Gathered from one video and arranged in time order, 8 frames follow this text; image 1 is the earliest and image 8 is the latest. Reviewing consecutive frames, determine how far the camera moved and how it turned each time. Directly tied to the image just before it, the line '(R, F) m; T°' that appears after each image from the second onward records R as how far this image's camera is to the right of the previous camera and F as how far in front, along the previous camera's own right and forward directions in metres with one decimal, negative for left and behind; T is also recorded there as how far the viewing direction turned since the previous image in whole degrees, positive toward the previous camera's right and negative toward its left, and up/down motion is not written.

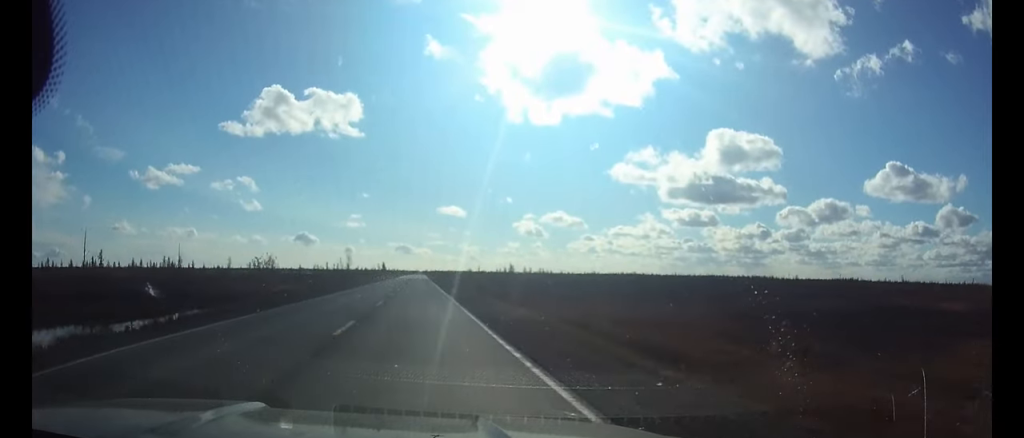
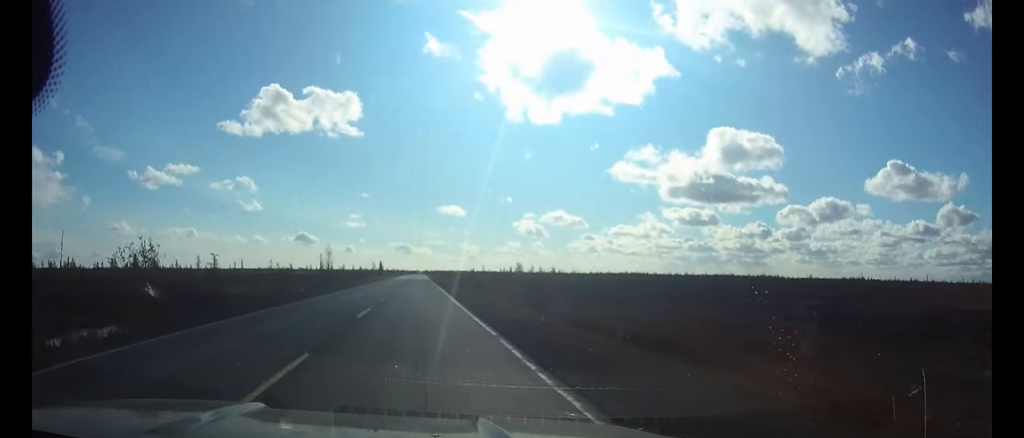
(0.0, +18.7) m; 0°
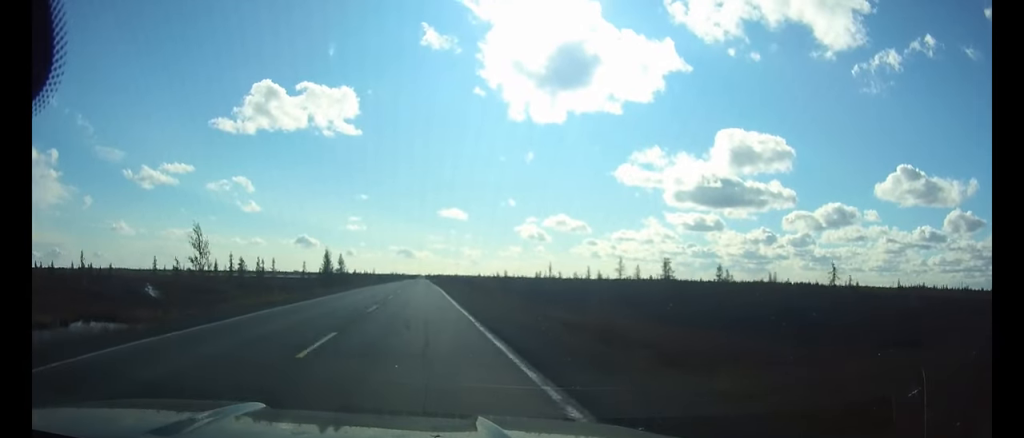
(-0.2, +127.9) m; 0°
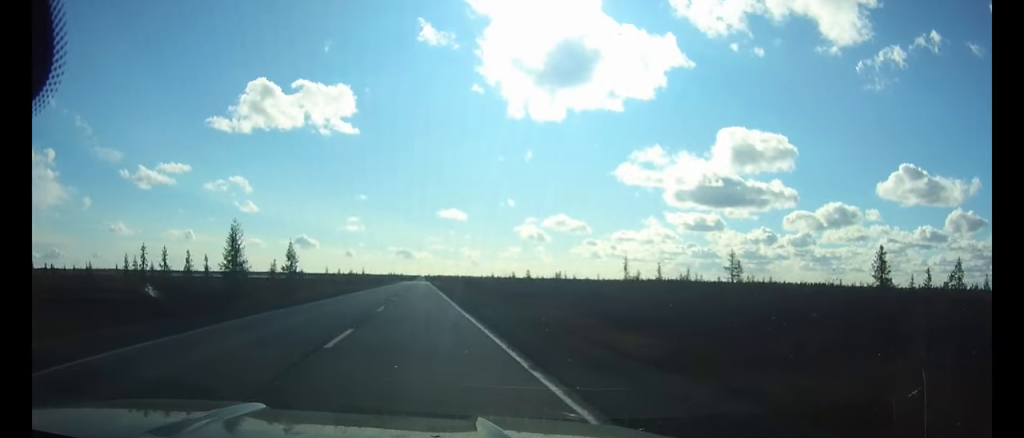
(0.0, +46.8) m; 0°
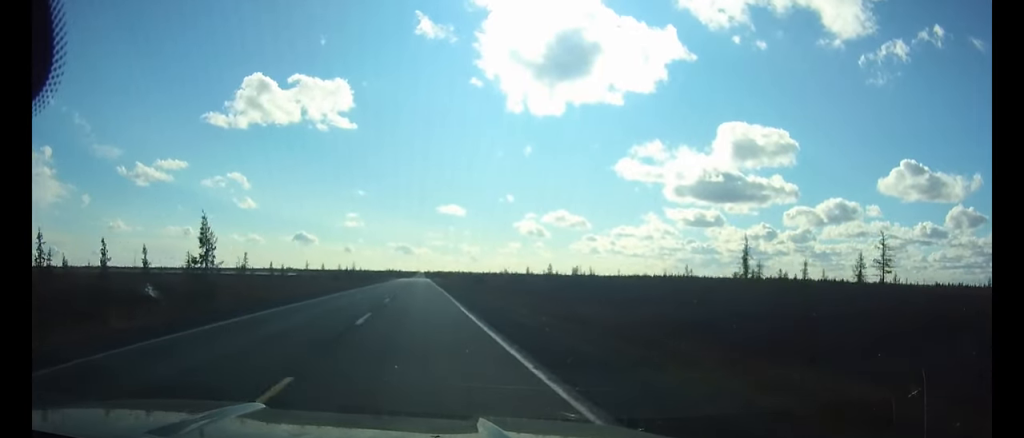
(0.0, +29.9) m; 0°
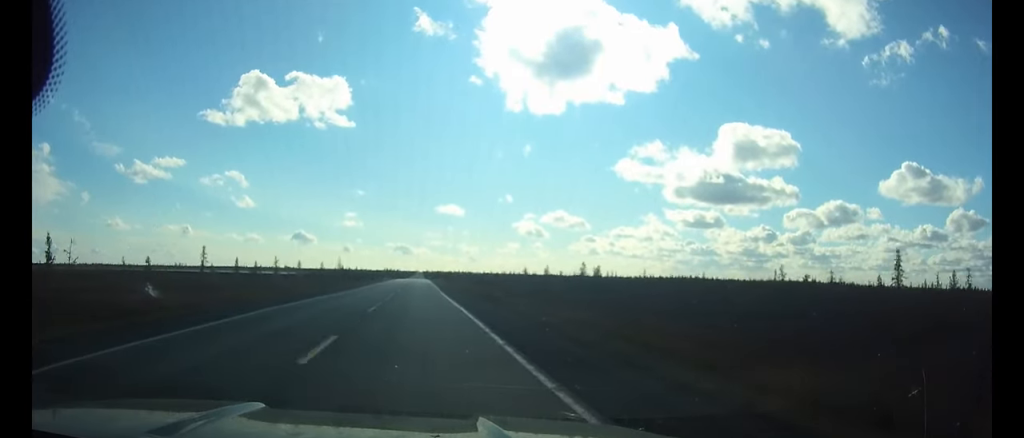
(0.0, +32.5) m; 0°
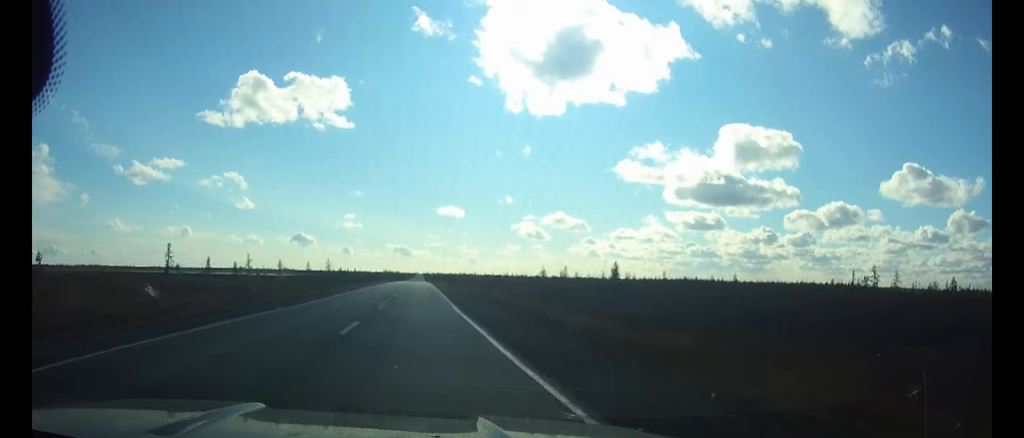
(0.0, +18.9) m; 0°
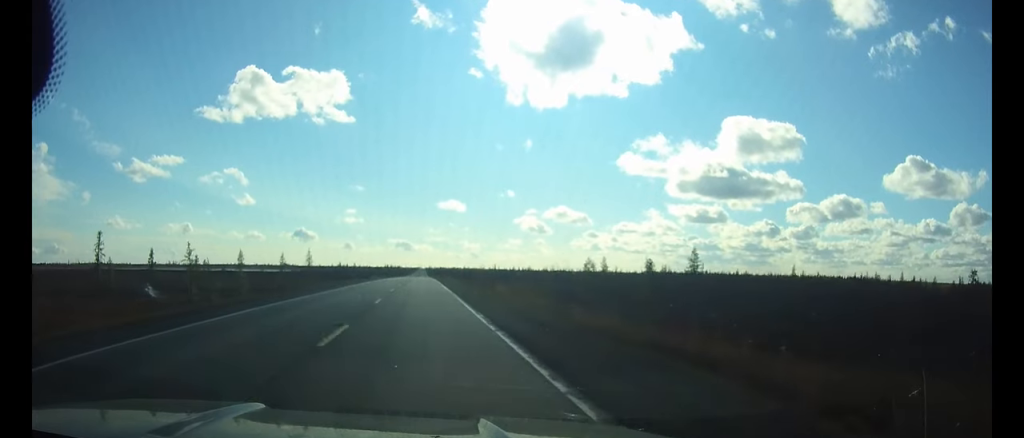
(0.0, +27.1) m; 0°
